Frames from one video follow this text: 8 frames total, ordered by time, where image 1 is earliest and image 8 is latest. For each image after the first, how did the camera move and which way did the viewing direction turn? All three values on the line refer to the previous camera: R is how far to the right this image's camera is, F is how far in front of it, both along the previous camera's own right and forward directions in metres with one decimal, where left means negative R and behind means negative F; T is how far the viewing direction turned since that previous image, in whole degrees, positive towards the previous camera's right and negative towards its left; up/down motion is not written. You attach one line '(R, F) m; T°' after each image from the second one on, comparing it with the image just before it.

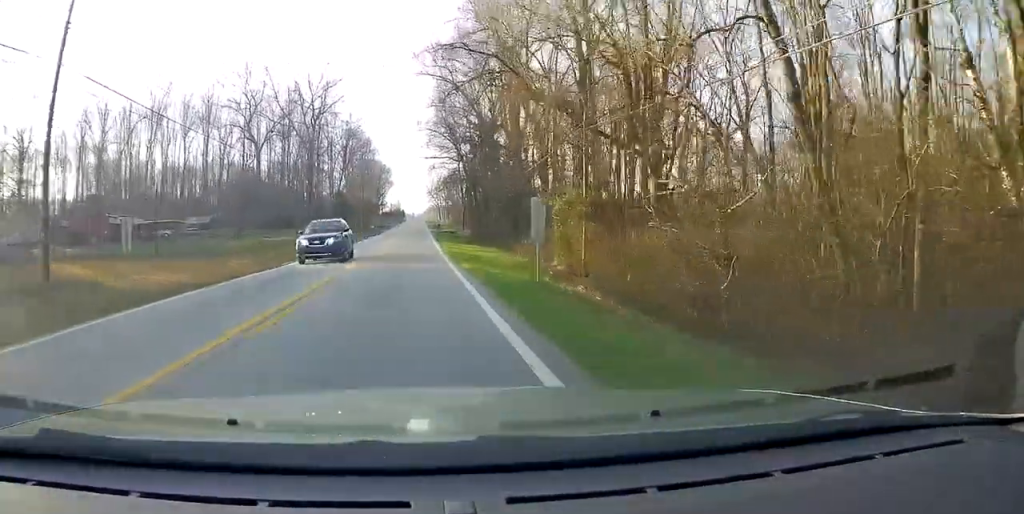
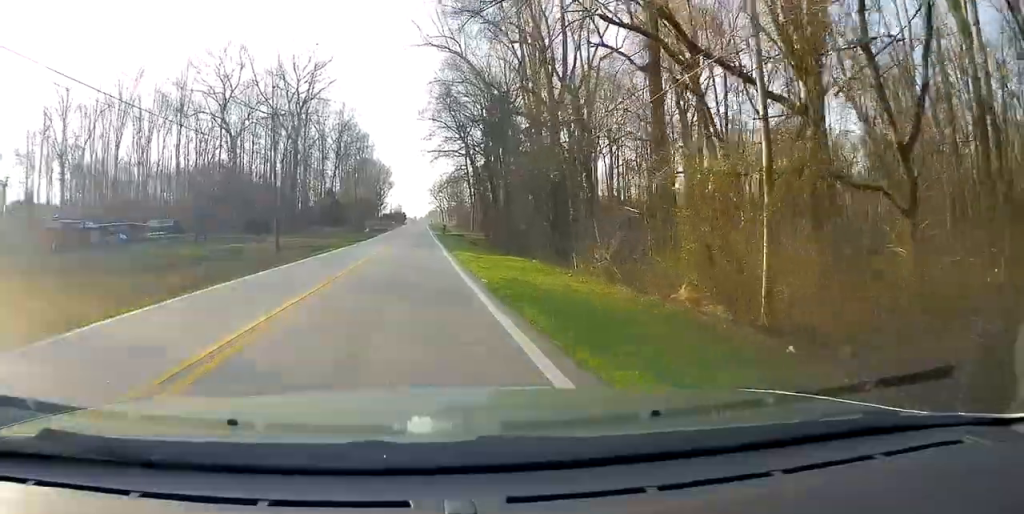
(+0.1, +15.8) m; 0°
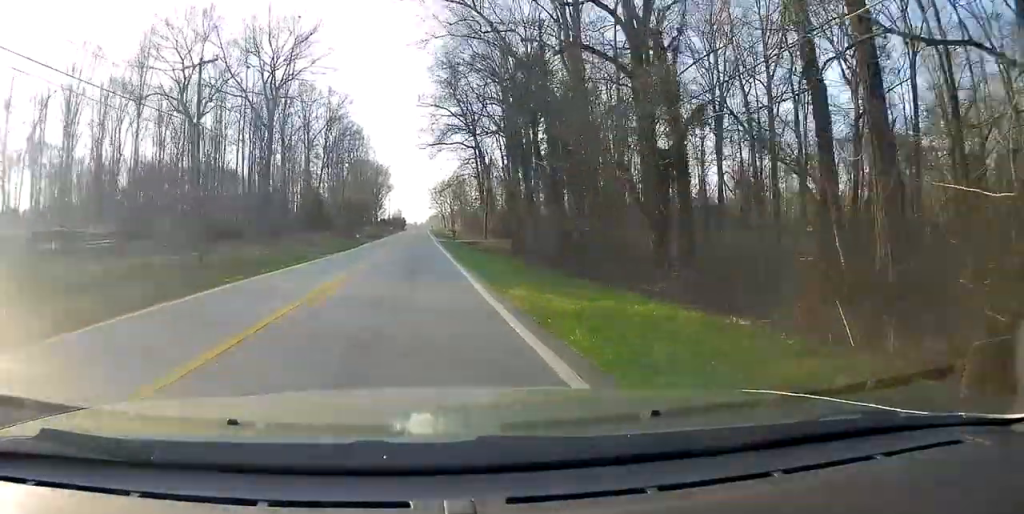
(+0.1, +17.9) m; 0°
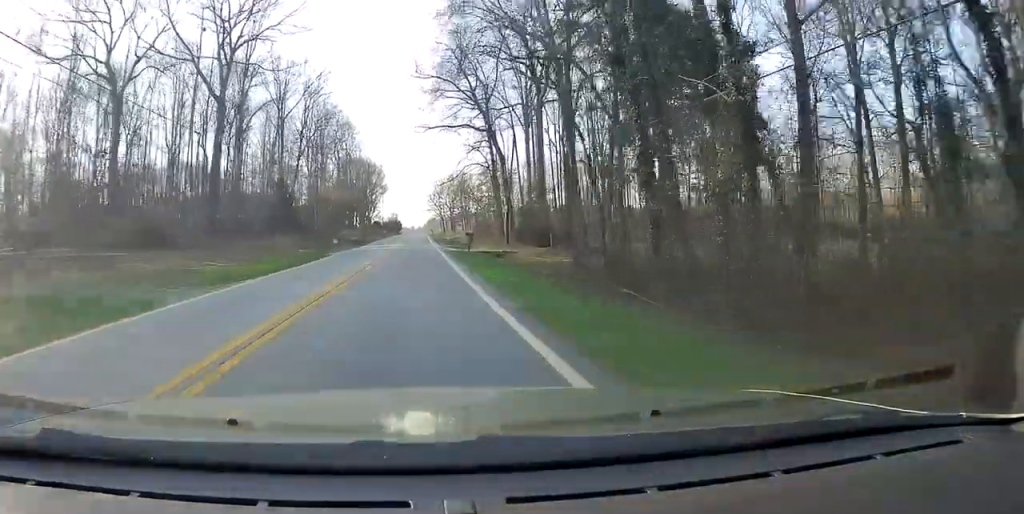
(0.0, +20.8) m; 0°
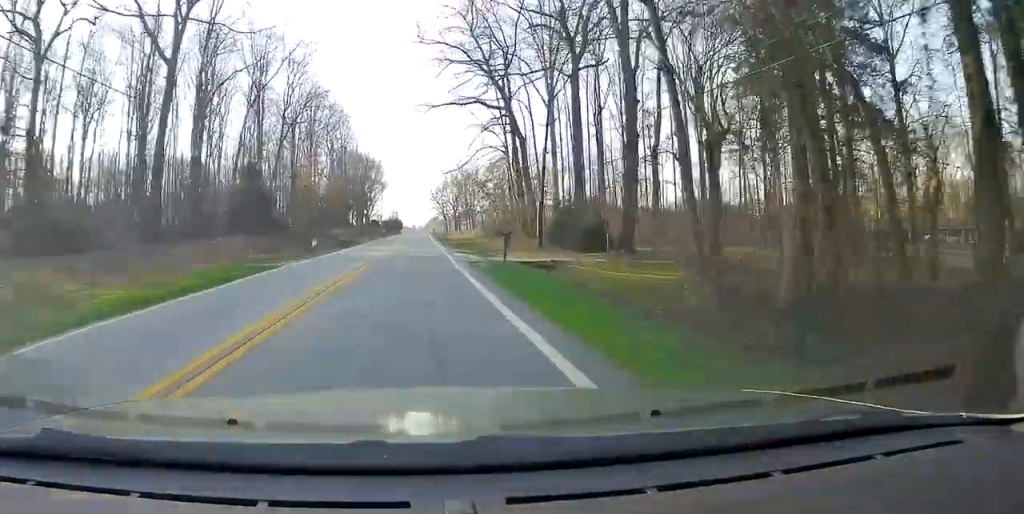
(-0.1, +14.3) m; 0°
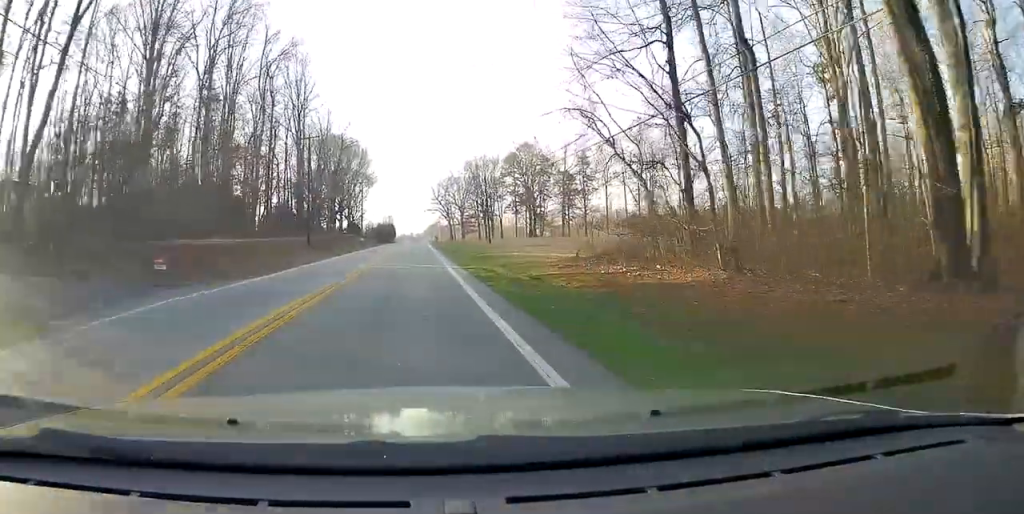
(0.0, +53.5) m; 0°
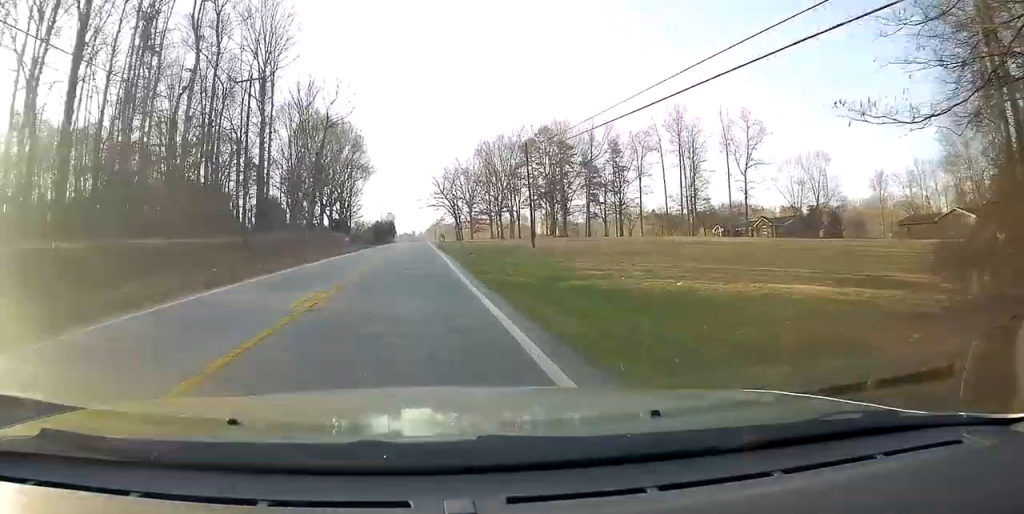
(+0.2, +23.7) m; 0°
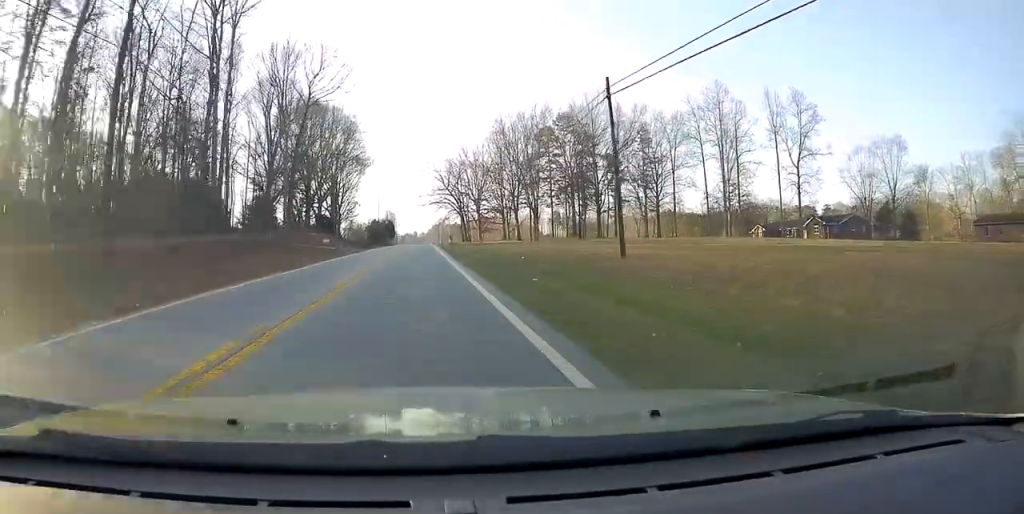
(0.0, +18.2) m; -1°
